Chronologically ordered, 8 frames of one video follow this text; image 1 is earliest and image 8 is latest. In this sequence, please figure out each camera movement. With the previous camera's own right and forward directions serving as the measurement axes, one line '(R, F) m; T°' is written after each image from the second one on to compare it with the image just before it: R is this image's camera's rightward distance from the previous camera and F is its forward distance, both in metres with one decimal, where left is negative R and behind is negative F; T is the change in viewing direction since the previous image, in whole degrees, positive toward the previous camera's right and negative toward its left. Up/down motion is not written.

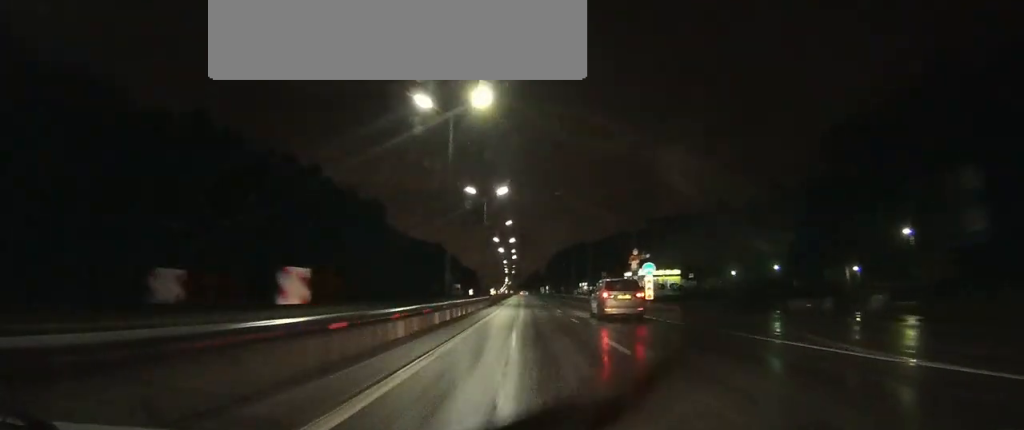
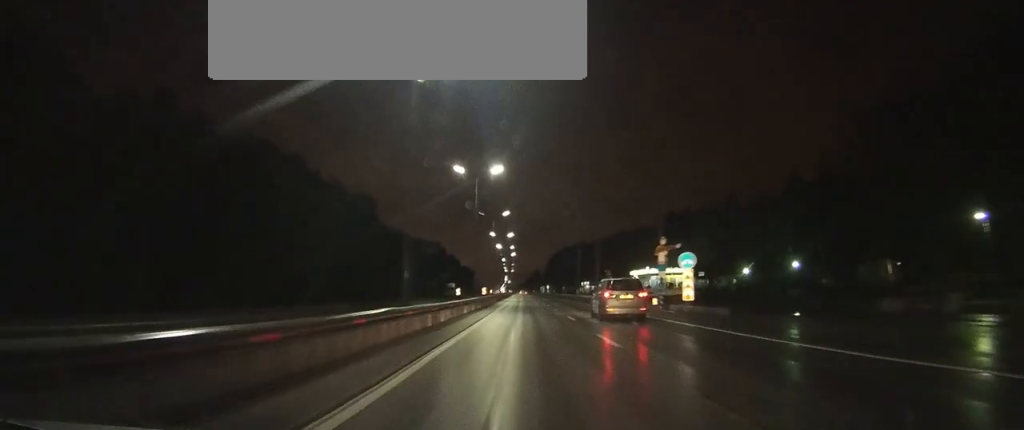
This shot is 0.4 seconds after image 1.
(0.0, +9.9) m; 0°
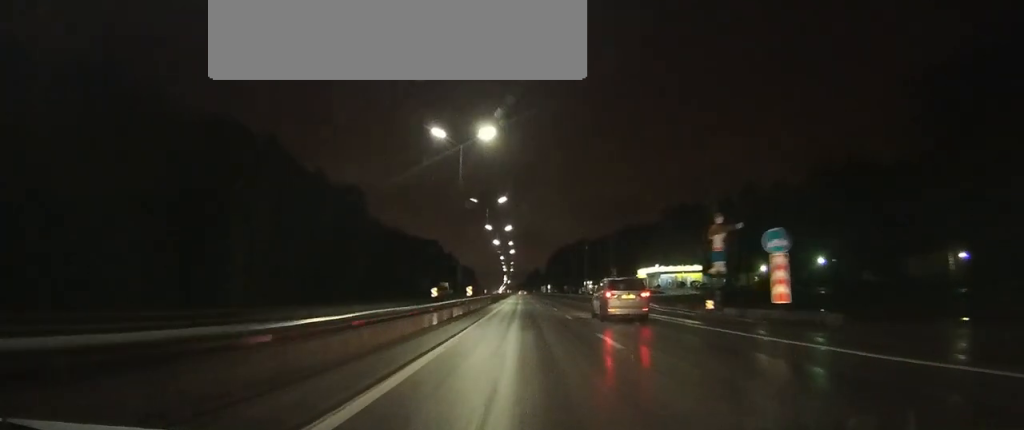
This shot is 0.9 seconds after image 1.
(0.0, +11.2) m; 0°
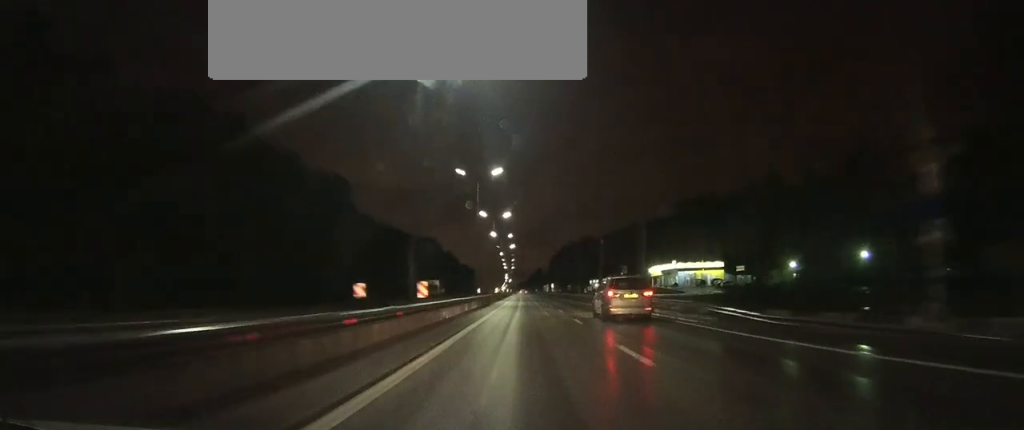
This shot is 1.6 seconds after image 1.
(0.0, +14.0) m; 0°
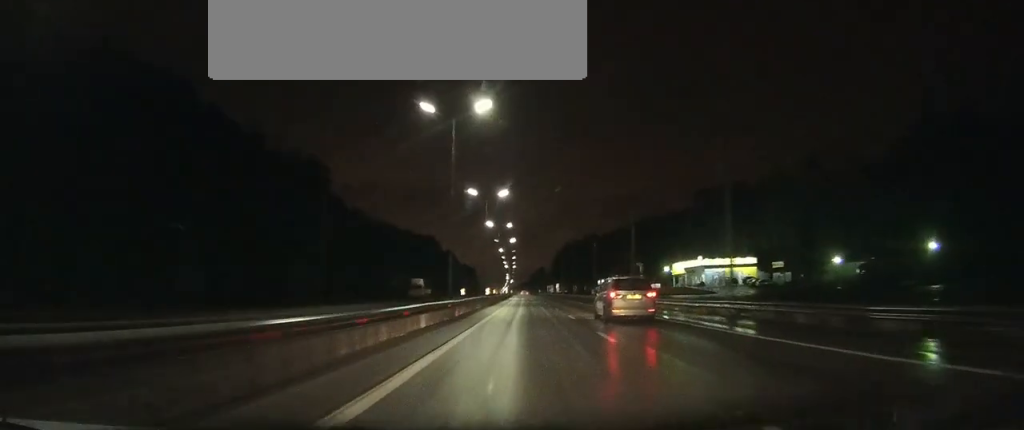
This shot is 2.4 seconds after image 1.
(0.0, +15.6) m; 0°
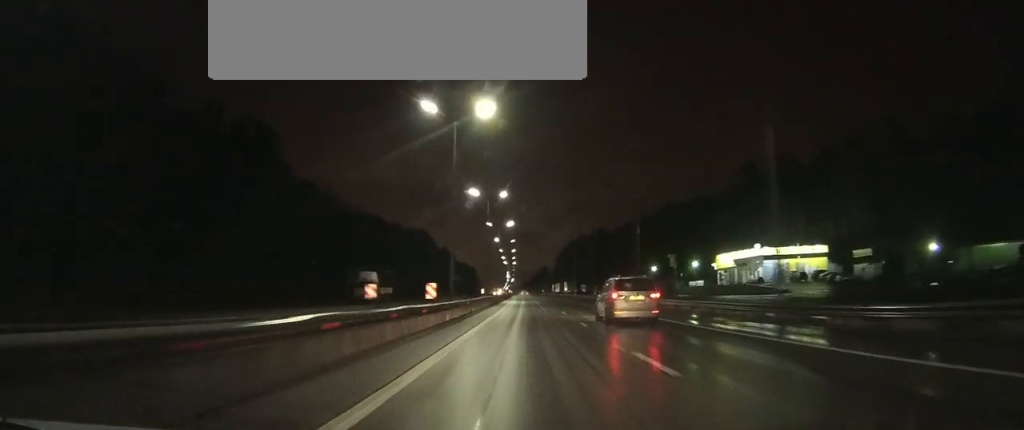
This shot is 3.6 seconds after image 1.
(0.0, +22.7) m; 0°
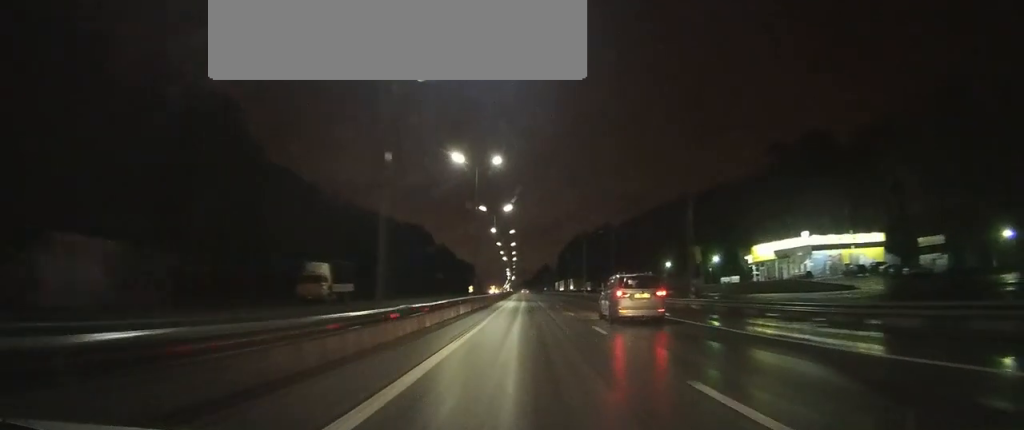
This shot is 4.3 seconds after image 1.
(0.0, +13.1) m; 0°
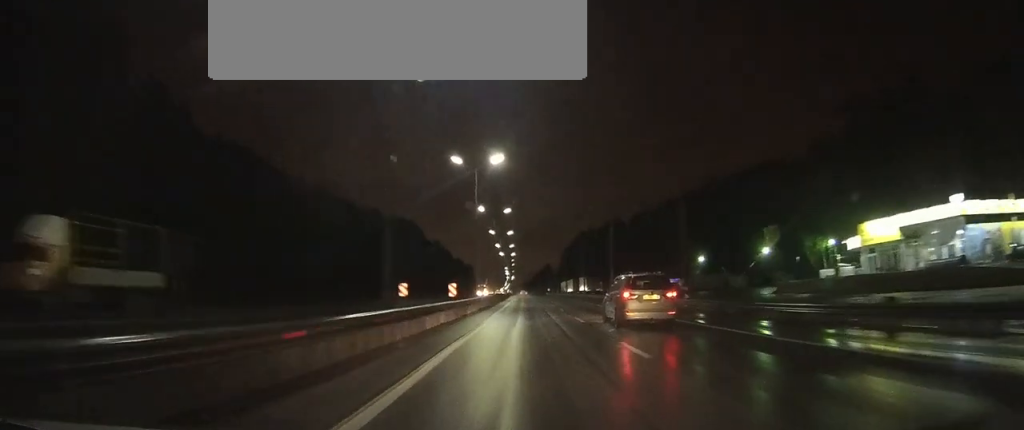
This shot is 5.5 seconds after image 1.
(-0.1, +28.6) m; 0°
